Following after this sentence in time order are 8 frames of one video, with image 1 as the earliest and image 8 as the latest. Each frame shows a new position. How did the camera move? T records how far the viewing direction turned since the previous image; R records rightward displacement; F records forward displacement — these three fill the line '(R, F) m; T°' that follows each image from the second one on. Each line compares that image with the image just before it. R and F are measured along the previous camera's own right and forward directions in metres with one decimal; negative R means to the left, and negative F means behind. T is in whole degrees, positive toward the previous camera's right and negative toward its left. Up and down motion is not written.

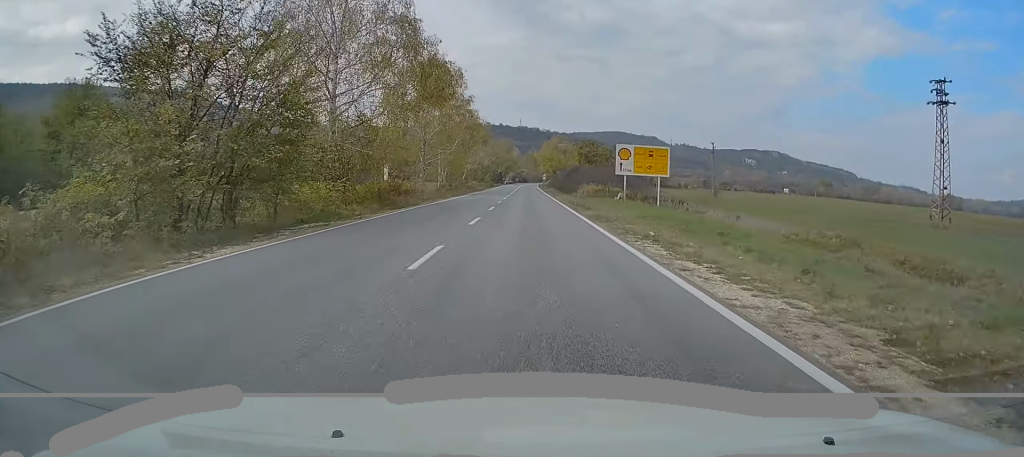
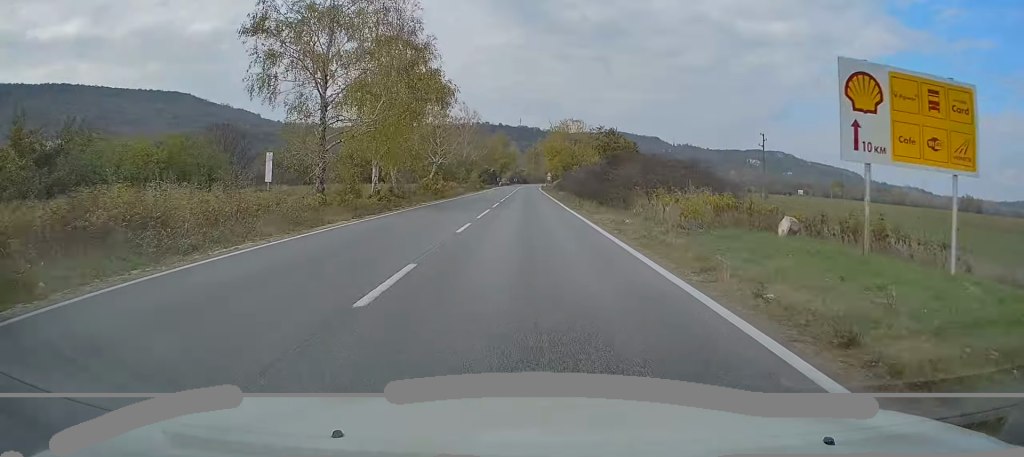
(-0.2, +29.9) m; -1°
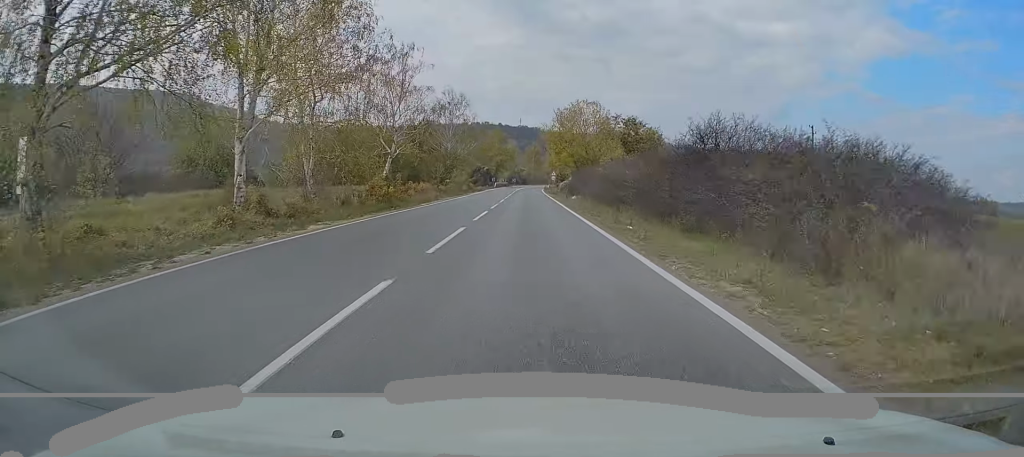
(-0.2, +19.4) m; 0°
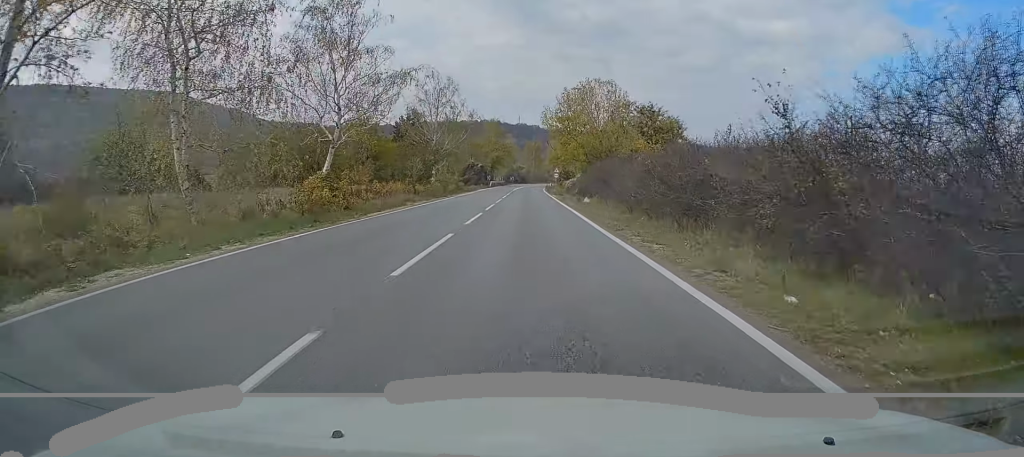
(0.0, +11.7) m; 0°
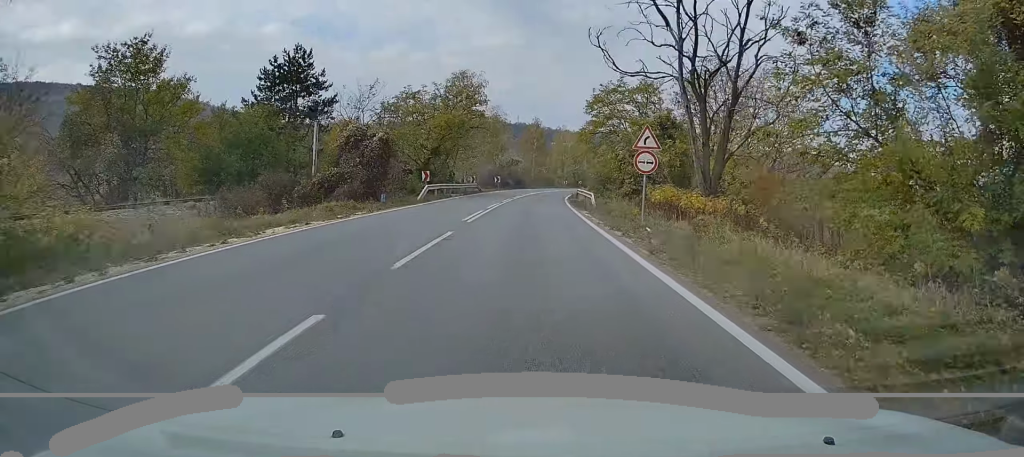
(+0.3, +62.7) m; 0°
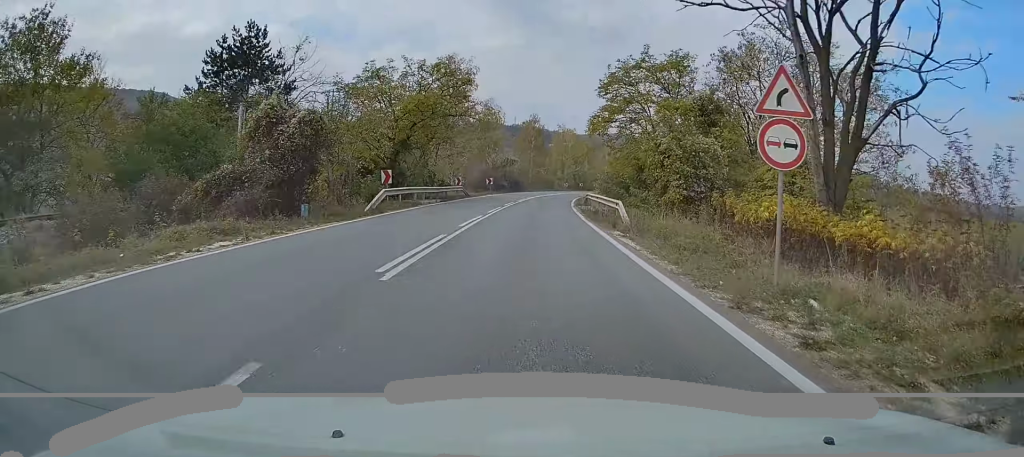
(0.0, +10.6) m; 0°
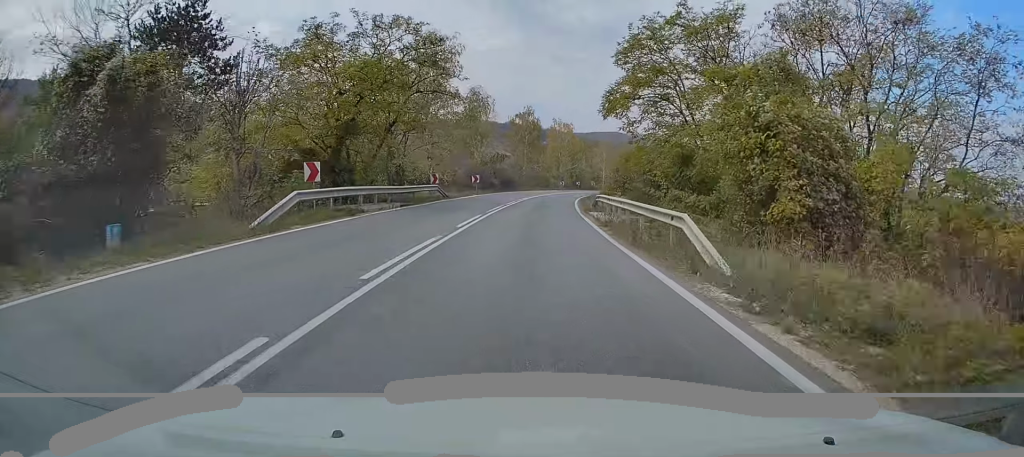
(+0.2, +9.8) m; +1°
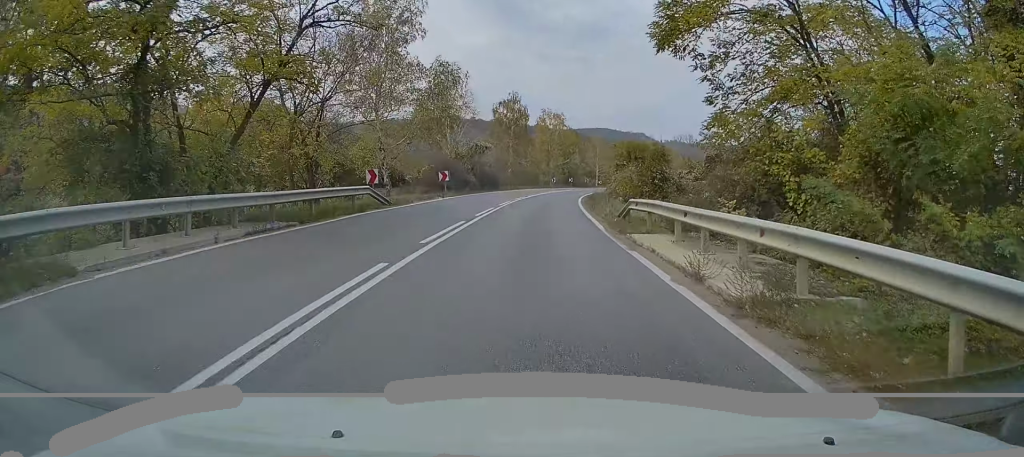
(+0.1, +13.8) m; +1°
